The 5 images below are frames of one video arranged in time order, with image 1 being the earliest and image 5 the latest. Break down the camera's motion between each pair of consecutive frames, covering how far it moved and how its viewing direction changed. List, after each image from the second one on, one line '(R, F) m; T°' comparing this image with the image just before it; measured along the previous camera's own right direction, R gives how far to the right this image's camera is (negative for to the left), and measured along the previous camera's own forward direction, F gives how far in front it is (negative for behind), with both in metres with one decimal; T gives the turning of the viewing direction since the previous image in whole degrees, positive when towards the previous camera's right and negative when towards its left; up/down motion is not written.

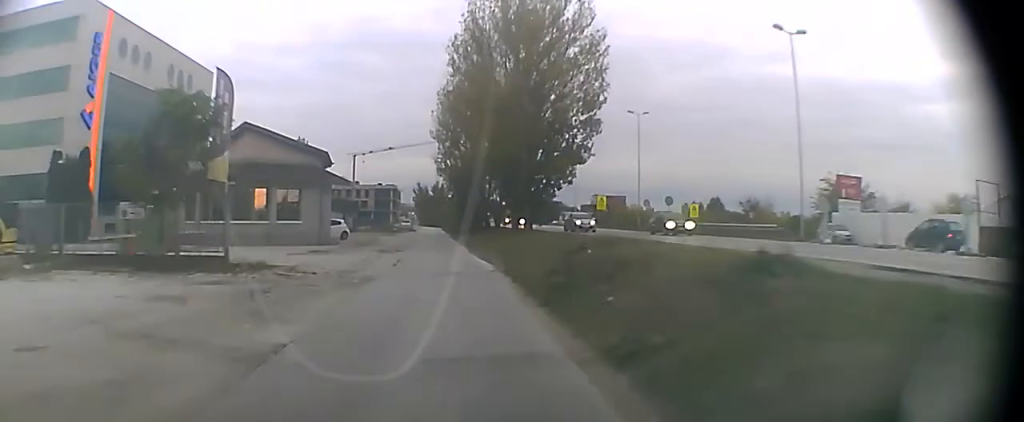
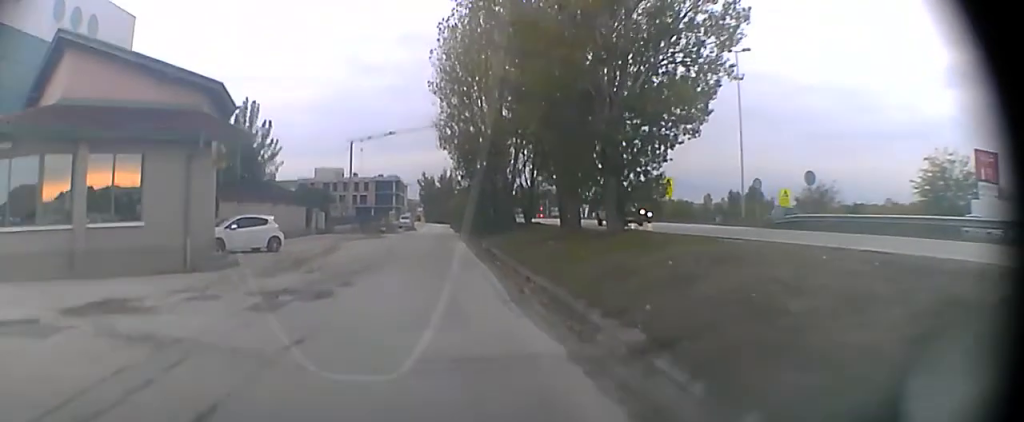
(-0.2, +23.8) m; -2°
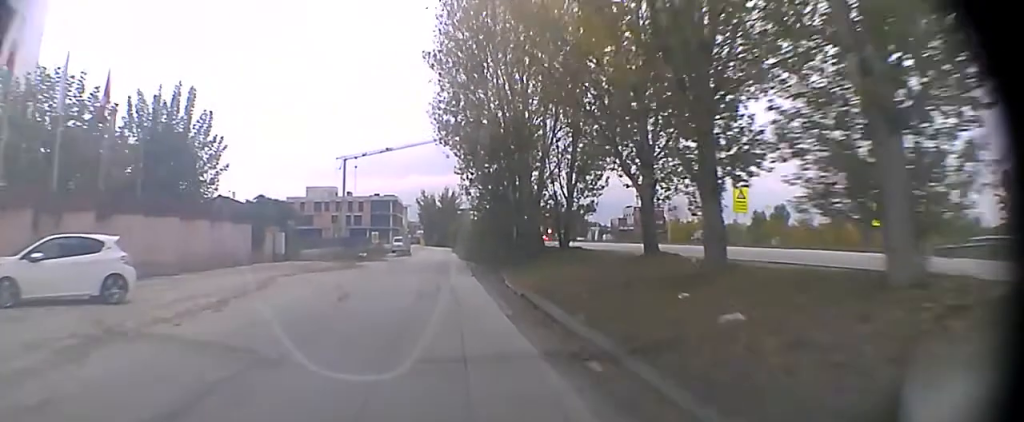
(-0.1, +13.8) m; -1°
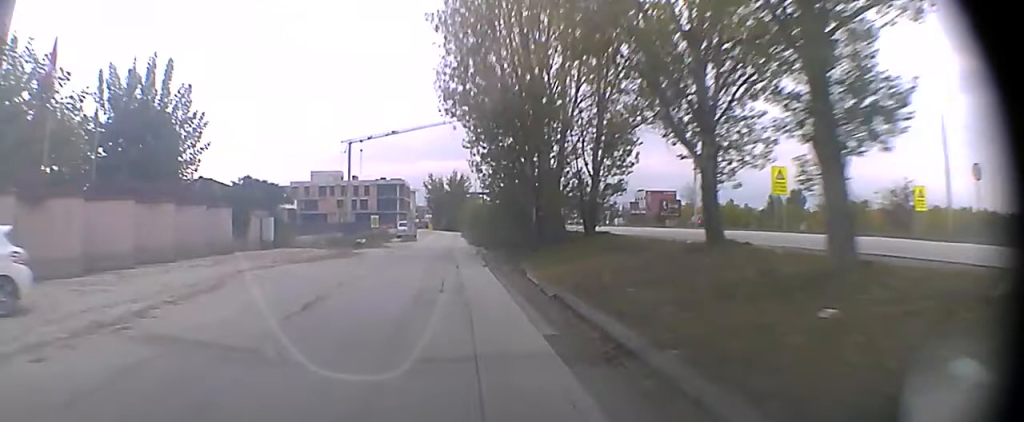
(0.0, +4.1) m; -2°
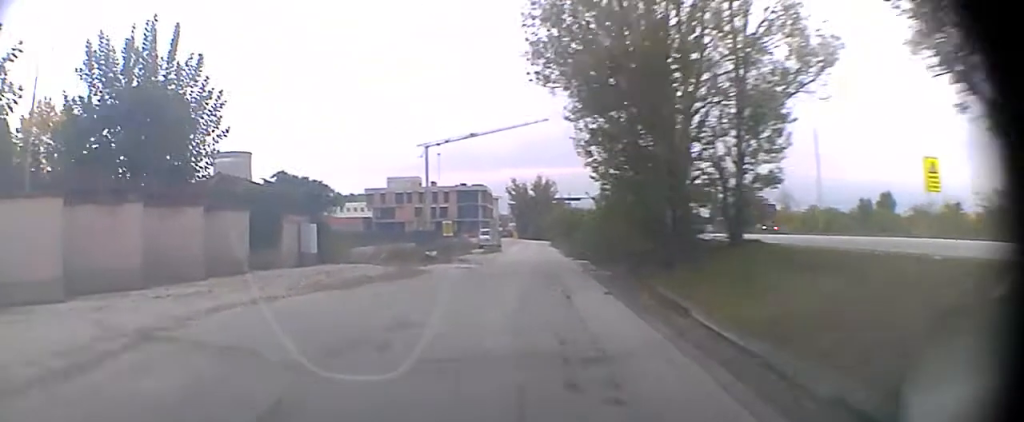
(-0.3, +8.2) m; -2°
